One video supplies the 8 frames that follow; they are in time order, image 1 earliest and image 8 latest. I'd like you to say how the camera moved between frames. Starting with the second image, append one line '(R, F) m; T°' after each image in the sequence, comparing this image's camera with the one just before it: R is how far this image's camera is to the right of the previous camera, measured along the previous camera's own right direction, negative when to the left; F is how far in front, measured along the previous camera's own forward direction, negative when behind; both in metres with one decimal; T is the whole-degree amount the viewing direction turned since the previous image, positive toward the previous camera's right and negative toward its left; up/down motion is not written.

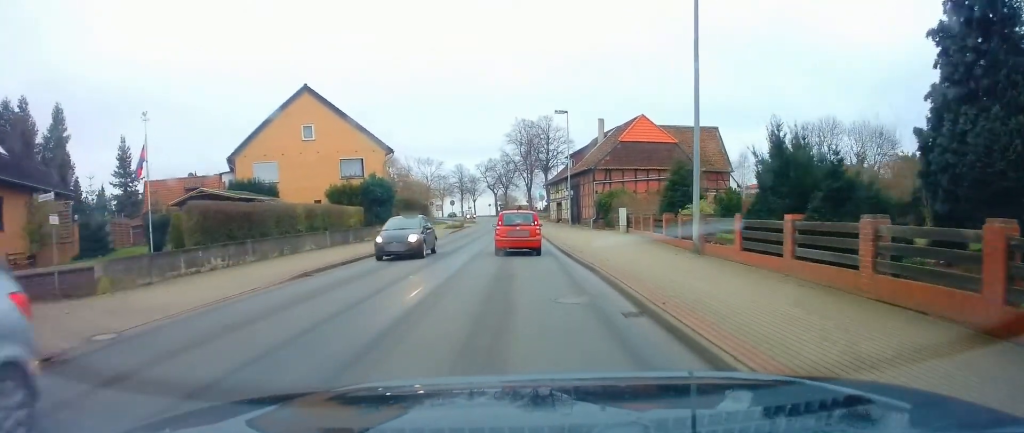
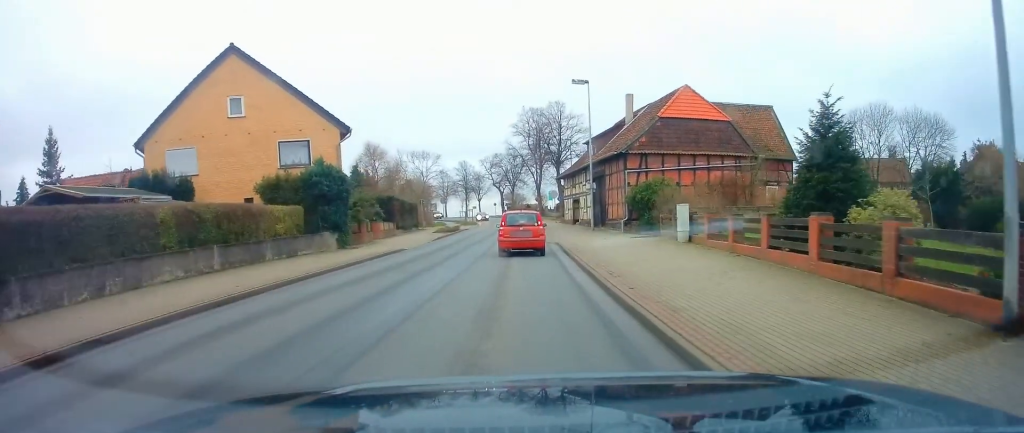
(0.0, +11.4) m; -1°
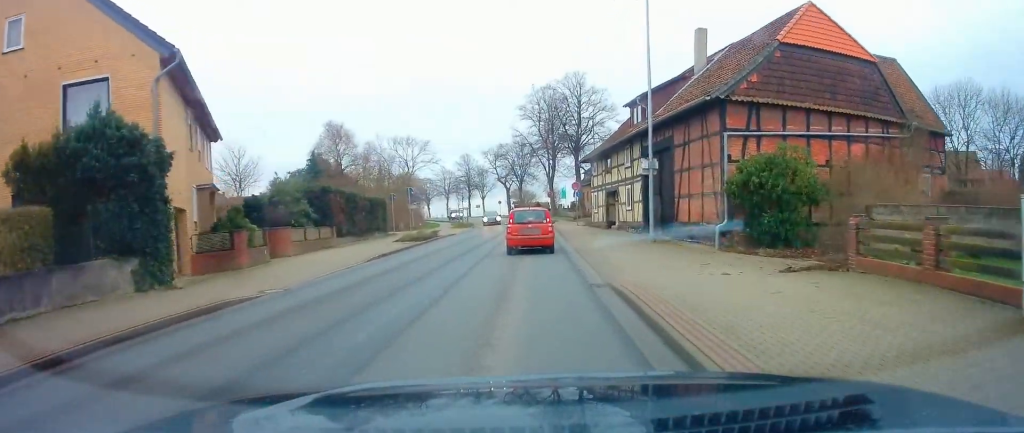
(-0.2, +16.1) m; 0°
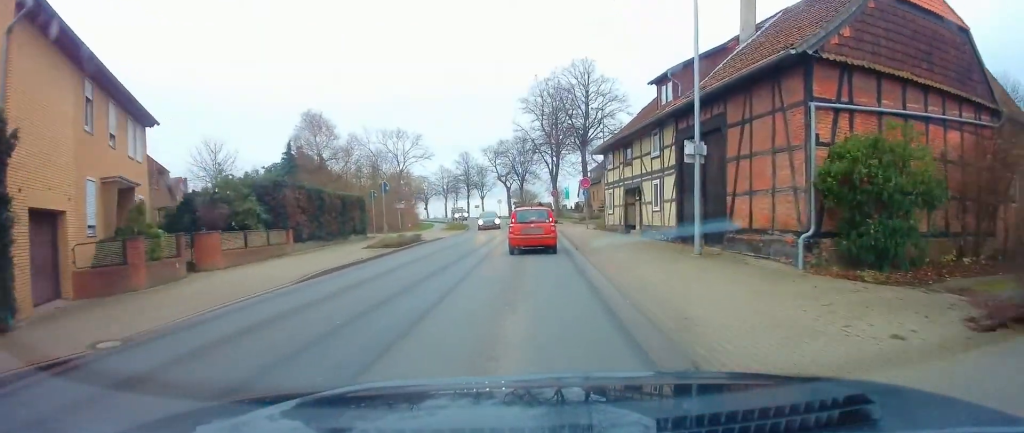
(0.0, +5.9) m; +1°
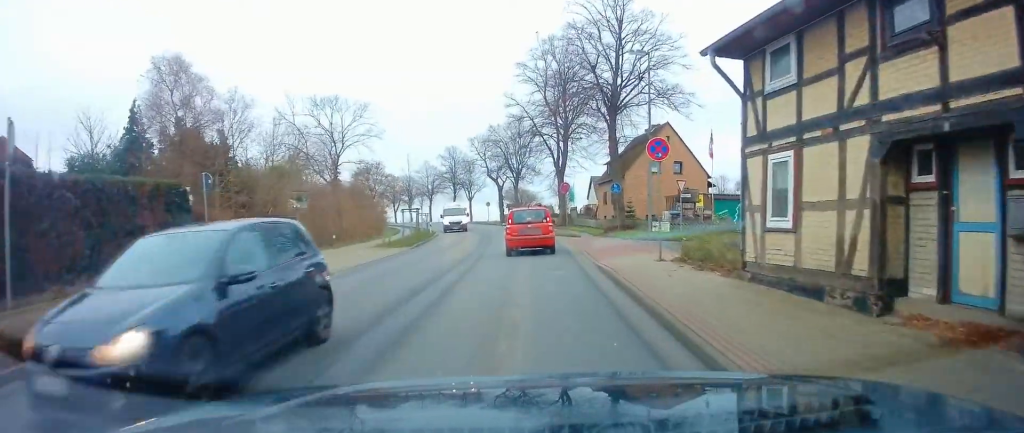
(+0.4, +20.4) m; 0°
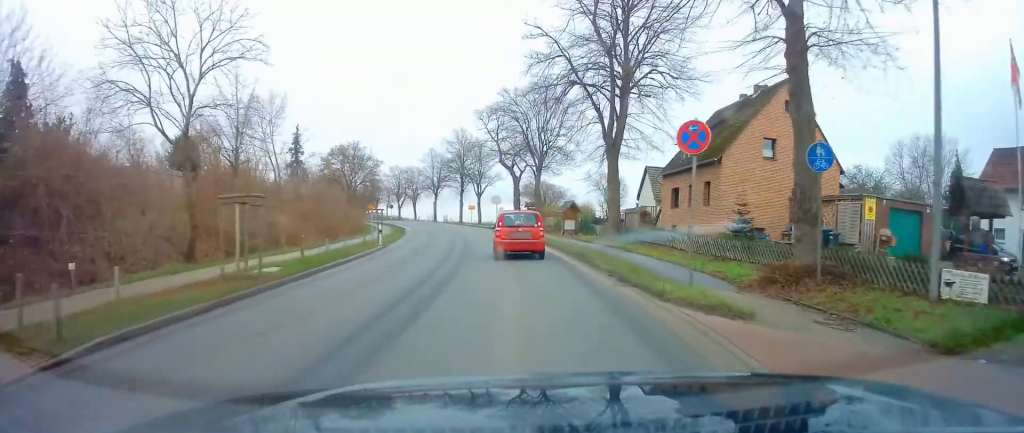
(-0.7, +22.0) m; -3°
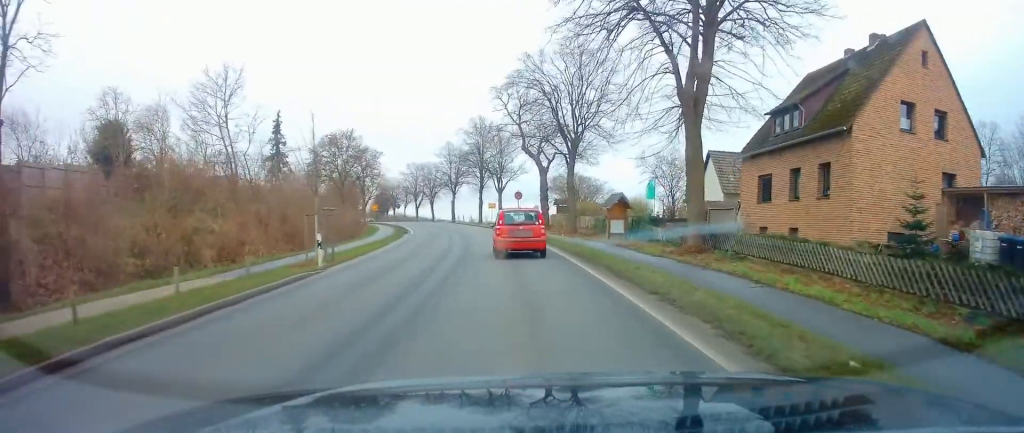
(-0.2, +11.1) m; -2°
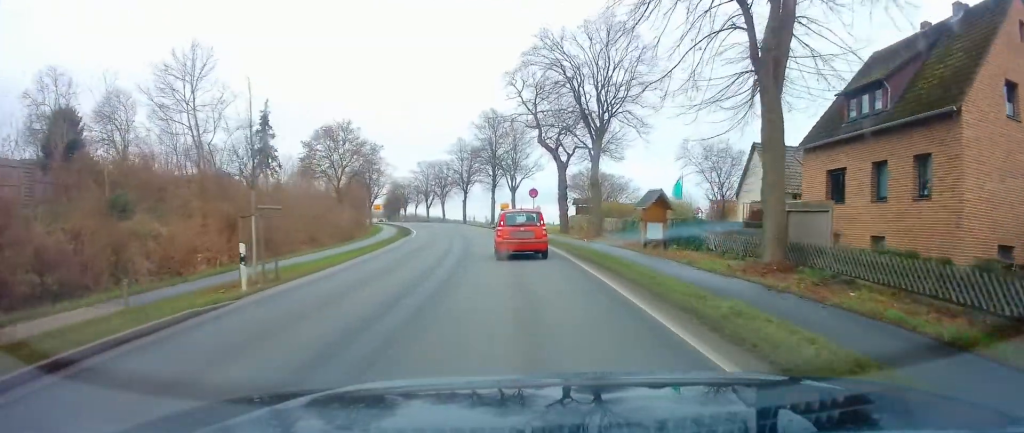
(+0.2, +5.6) m; -1°
